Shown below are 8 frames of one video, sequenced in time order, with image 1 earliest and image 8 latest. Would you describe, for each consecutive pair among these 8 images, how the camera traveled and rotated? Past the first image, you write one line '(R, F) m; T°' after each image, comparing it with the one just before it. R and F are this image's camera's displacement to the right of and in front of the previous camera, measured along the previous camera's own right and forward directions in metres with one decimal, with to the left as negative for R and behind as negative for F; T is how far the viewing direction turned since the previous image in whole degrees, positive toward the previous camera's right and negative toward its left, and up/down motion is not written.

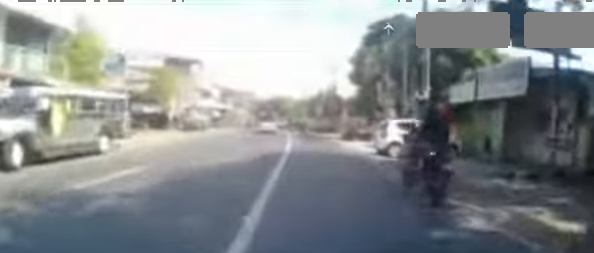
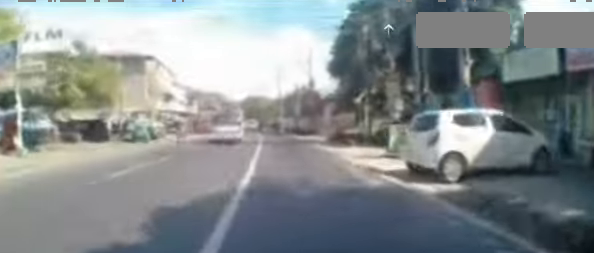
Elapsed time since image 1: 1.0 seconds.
(-0.9, +6.0) m; -6°
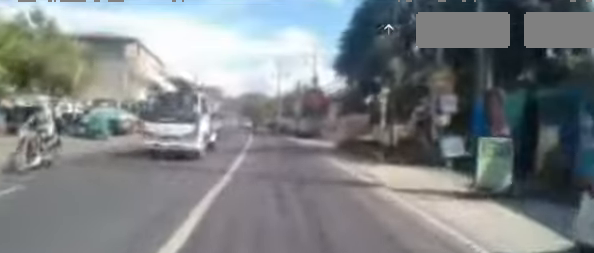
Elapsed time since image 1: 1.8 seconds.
(+0.2, +5.4) m; +2°
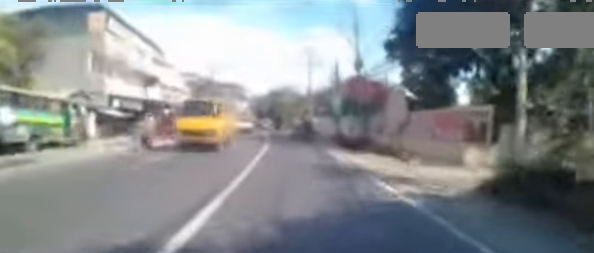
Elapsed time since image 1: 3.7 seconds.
(-0.3, +11.7) m; -2°
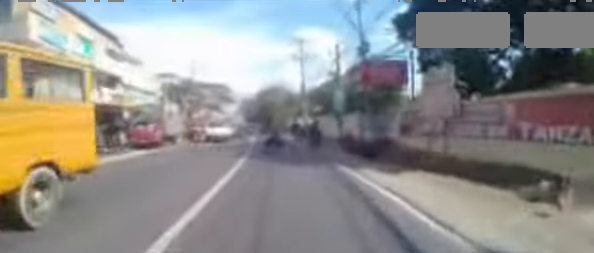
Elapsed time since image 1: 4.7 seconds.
(+0.2, +6.8) m; +3°
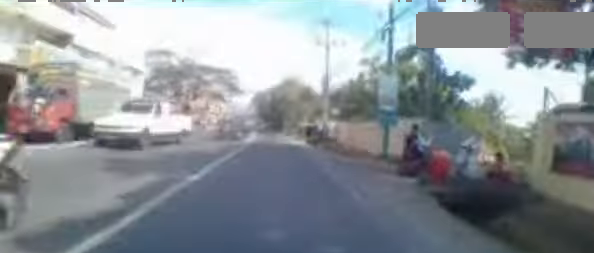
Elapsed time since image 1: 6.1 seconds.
(+0.1, +9.9) m; -3°
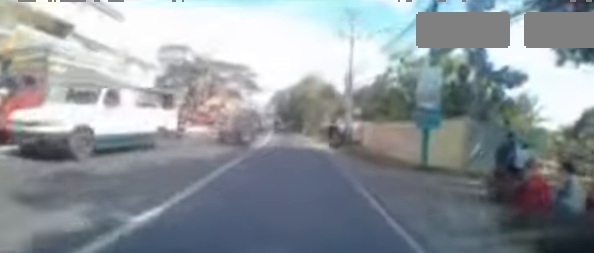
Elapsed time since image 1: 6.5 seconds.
(-0.1, +2.8) m; -3°
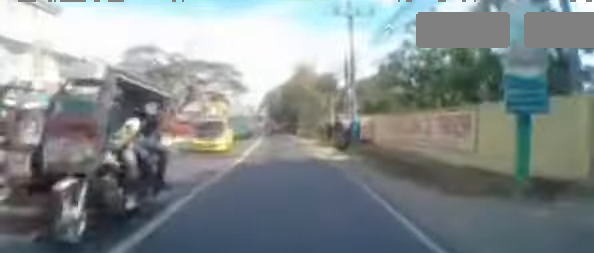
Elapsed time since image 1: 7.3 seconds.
(-0.3, +6.4) m; -4°
